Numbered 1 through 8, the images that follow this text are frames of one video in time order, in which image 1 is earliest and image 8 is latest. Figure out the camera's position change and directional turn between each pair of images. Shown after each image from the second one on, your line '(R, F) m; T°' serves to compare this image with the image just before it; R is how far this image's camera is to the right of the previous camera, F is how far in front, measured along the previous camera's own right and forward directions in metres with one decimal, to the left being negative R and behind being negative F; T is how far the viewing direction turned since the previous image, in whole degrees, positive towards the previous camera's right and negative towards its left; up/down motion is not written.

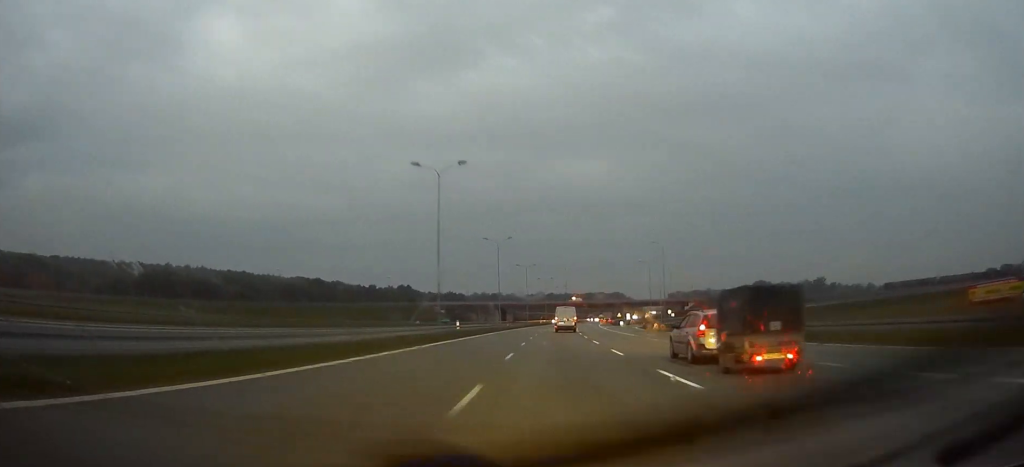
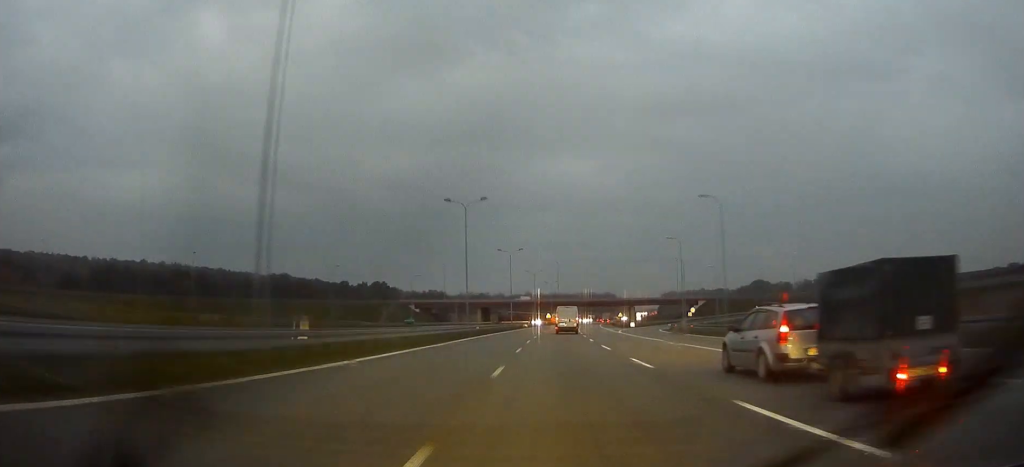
(+0.3, +30.4) m; +1°
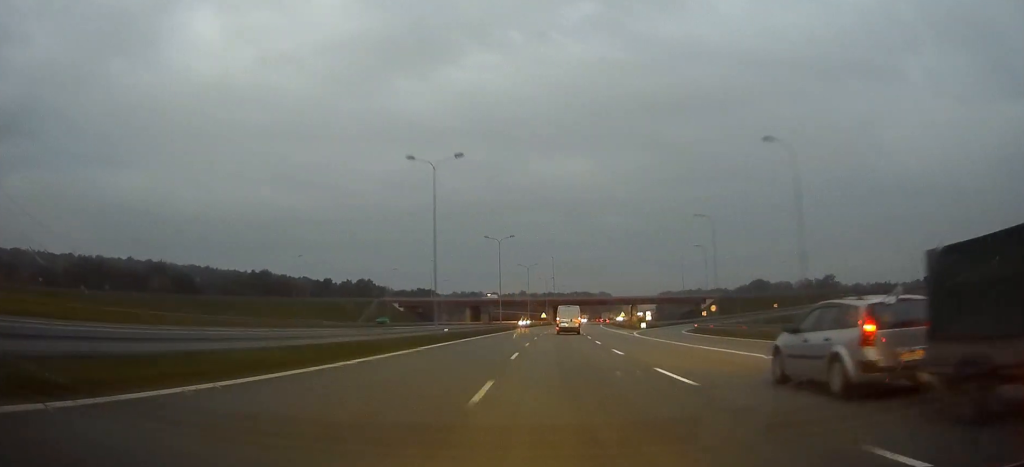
(0.0, +16.5) m; +1°
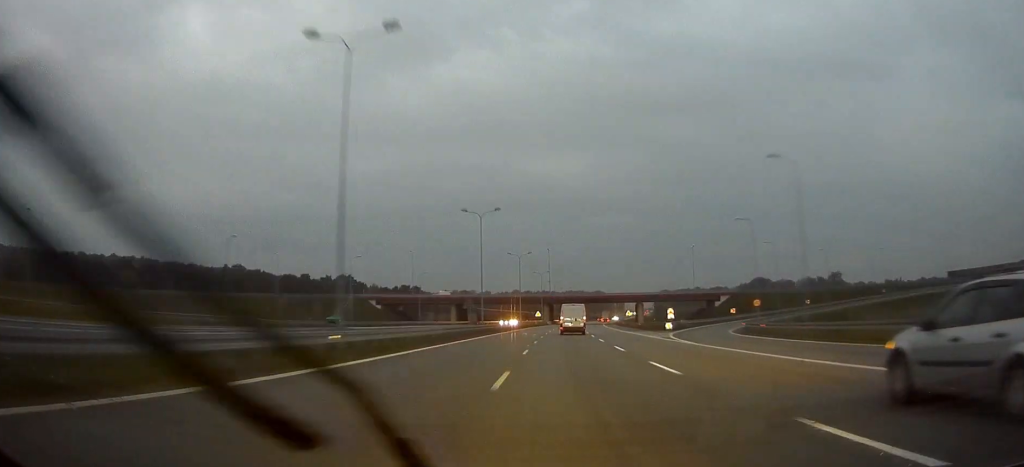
(+0.2, +21.5) m; 0°
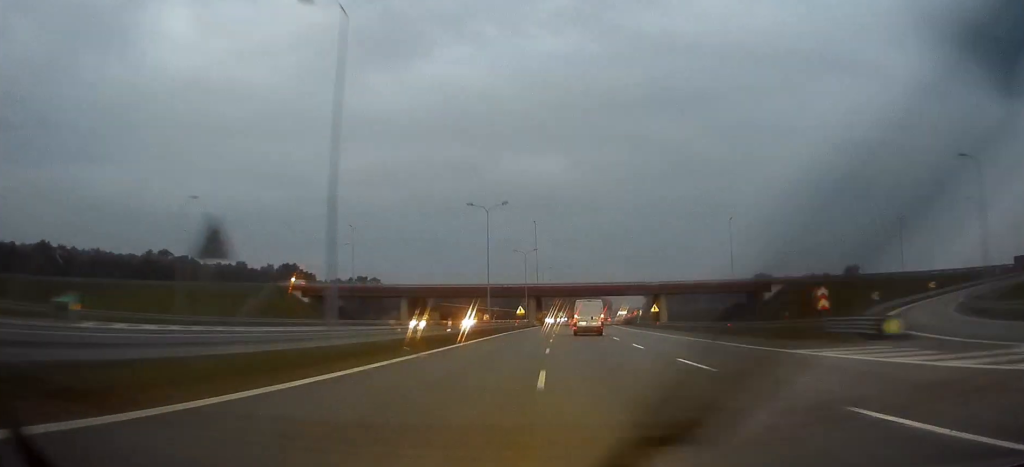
(+0.3, +48.2) m; +1°
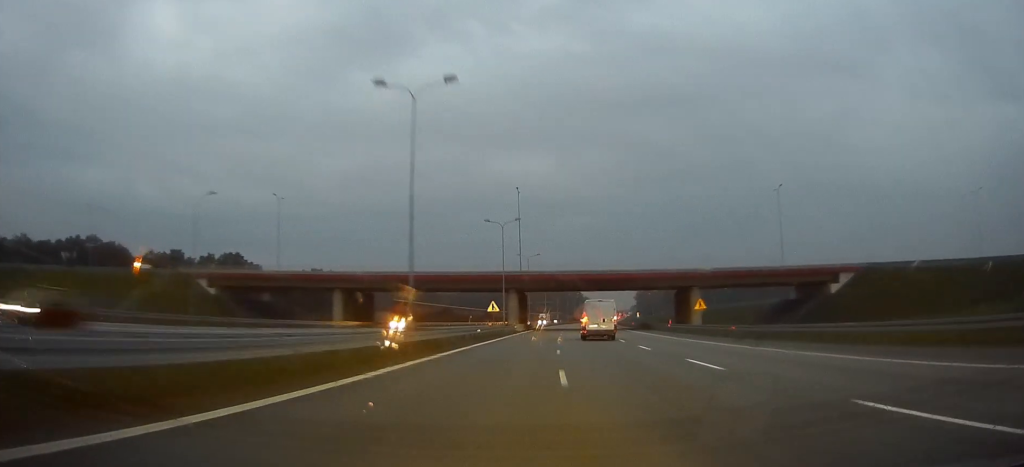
(+0.3, +35.5) m; +1°
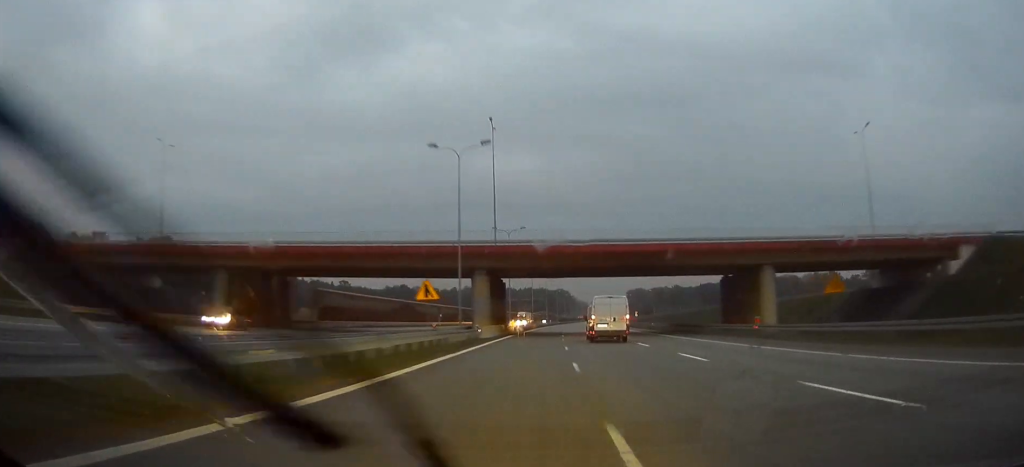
(+0.4, +33.0) m; +1°
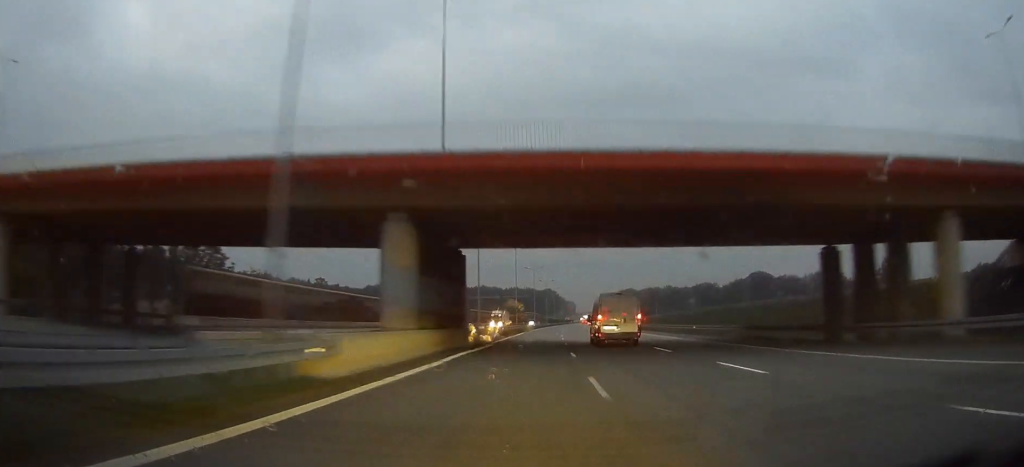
(+0.3, +29.2) m; +1°
